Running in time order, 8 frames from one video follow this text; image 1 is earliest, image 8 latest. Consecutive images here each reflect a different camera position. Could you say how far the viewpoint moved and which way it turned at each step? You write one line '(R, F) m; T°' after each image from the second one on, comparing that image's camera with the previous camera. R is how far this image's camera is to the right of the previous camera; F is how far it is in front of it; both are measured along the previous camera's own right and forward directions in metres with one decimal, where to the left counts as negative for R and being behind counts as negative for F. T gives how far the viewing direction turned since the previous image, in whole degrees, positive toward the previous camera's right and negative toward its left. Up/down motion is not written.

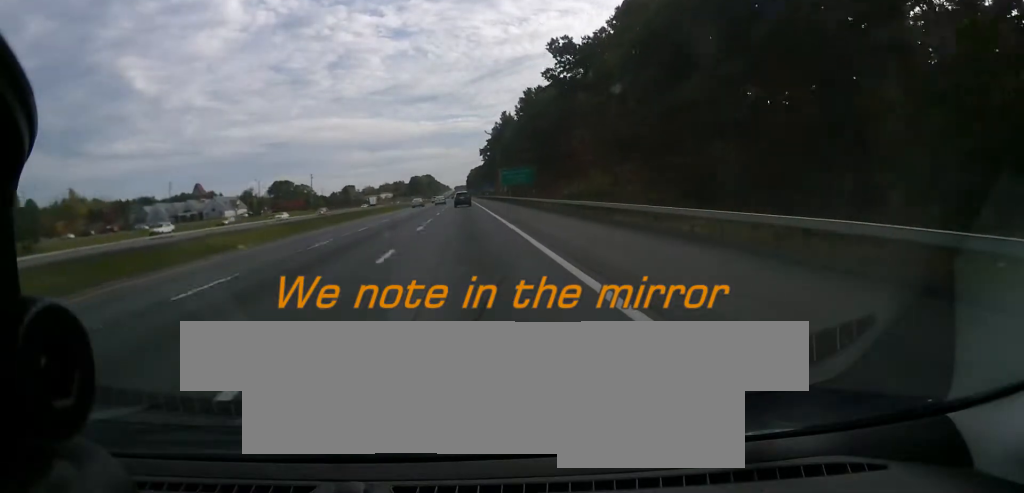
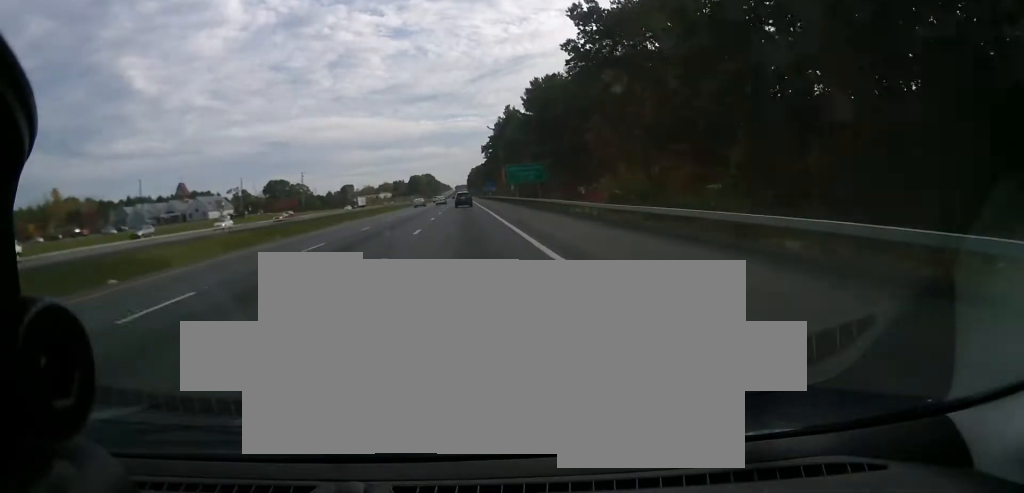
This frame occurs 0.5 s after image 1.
(-0.1, +14.4) m; 0°
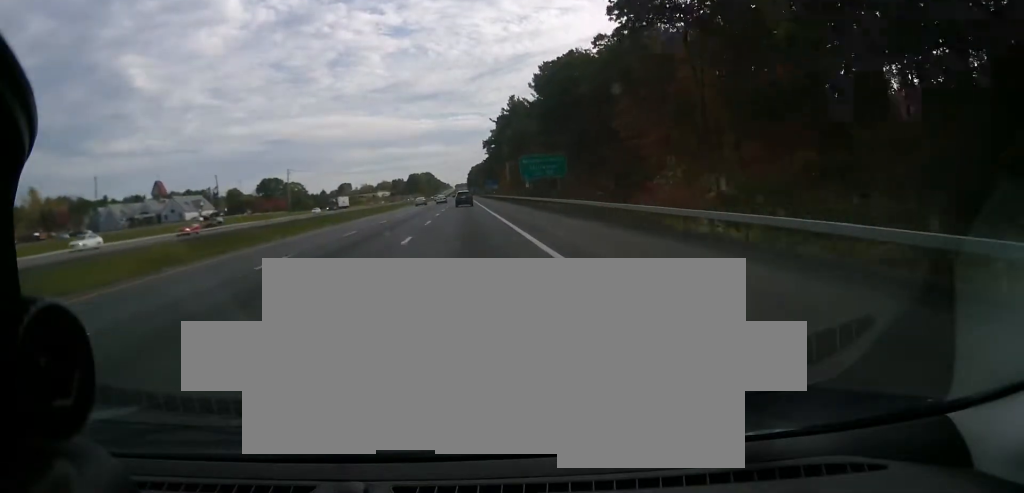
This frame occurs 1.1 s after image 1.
(0.0, +17.3) m; 0°
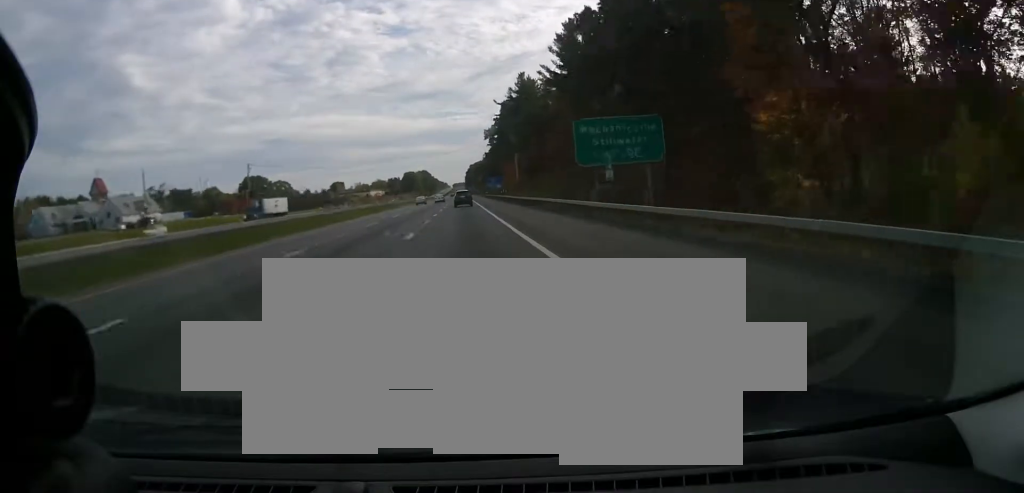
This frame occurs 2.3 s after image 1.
(+0.1, +34.2) m; 0°
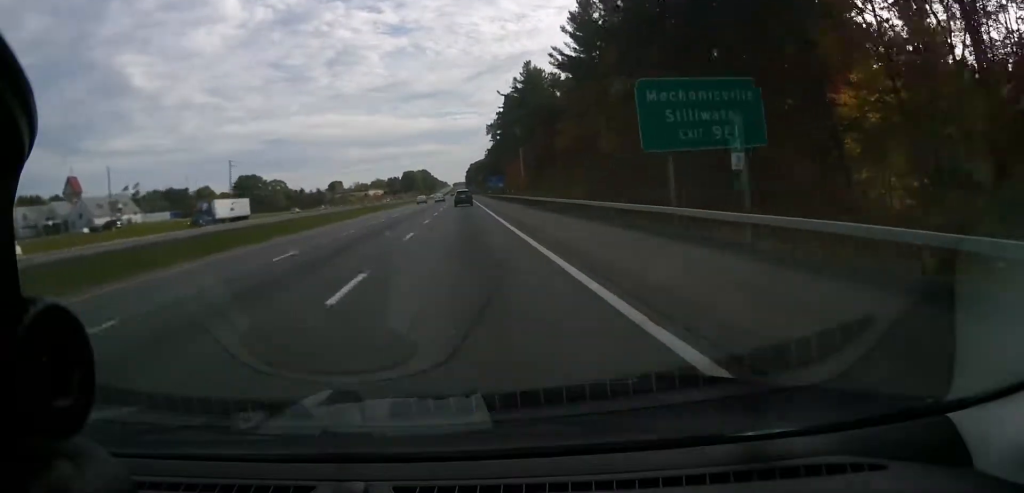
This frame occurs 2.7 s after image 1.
(+0.1, +12.3) m; 0°
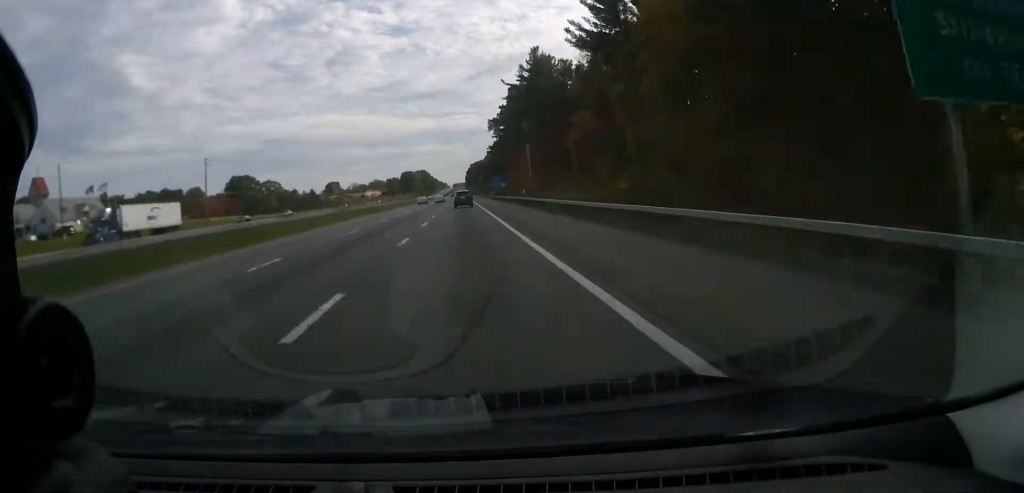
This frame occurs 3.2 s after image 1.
(0.0, +14.1) m; 0°
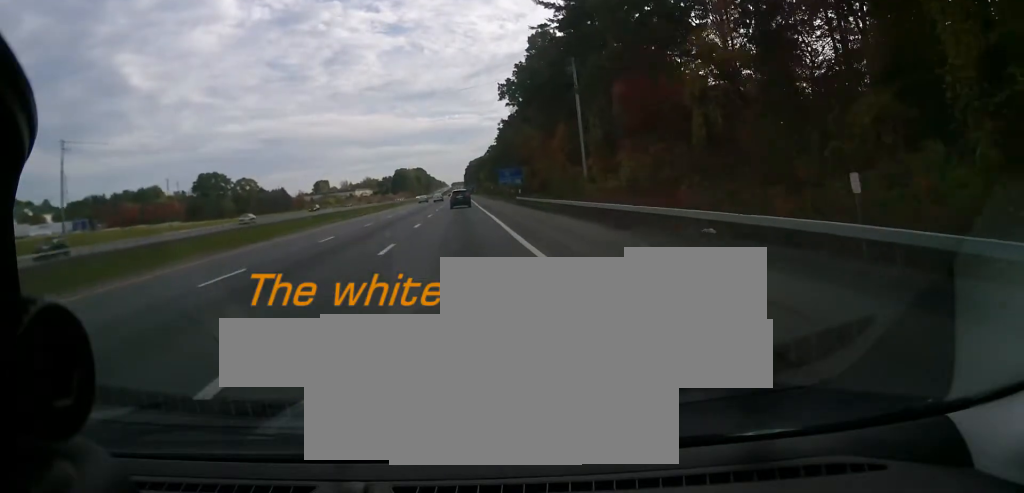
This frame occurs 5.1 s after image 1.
(-0.2, +52.2) m; 0°
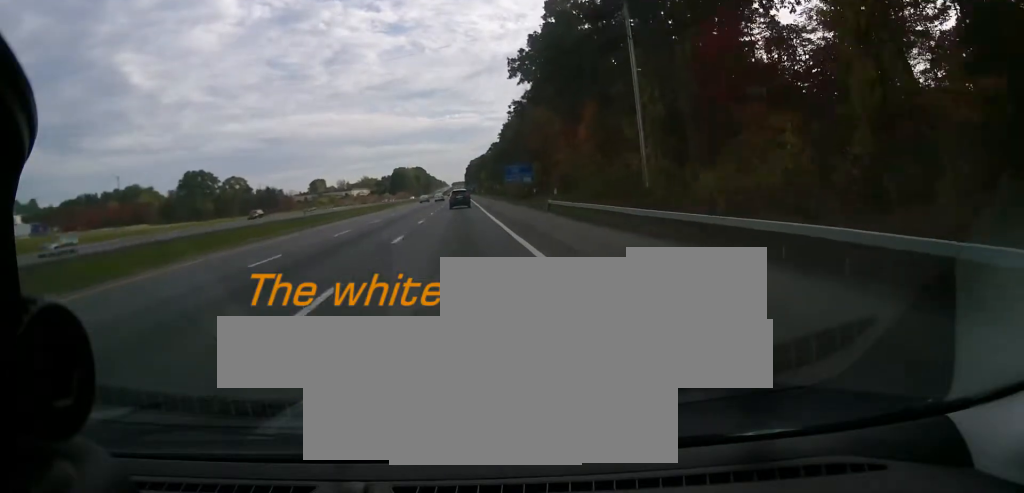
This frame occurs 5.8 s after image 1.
(+0.2, +21.1) m; 0°
